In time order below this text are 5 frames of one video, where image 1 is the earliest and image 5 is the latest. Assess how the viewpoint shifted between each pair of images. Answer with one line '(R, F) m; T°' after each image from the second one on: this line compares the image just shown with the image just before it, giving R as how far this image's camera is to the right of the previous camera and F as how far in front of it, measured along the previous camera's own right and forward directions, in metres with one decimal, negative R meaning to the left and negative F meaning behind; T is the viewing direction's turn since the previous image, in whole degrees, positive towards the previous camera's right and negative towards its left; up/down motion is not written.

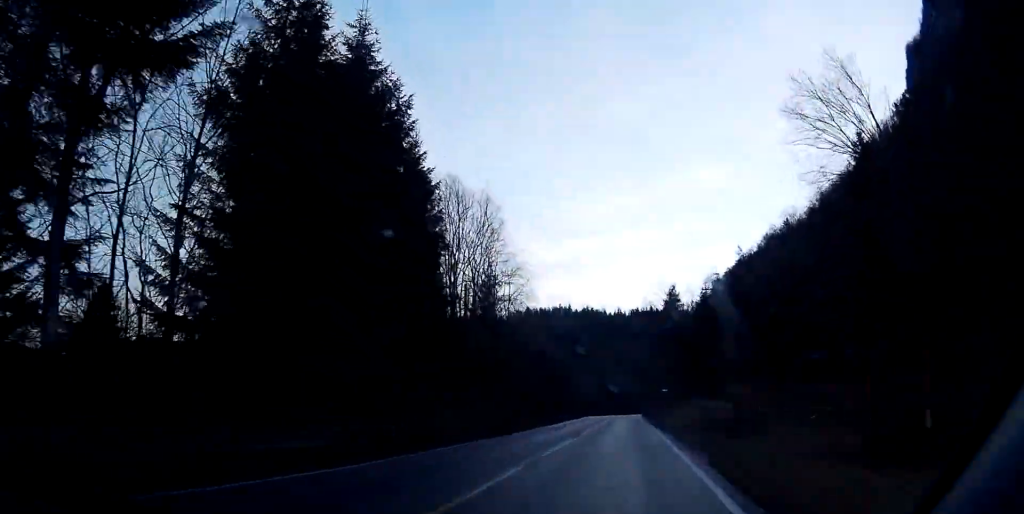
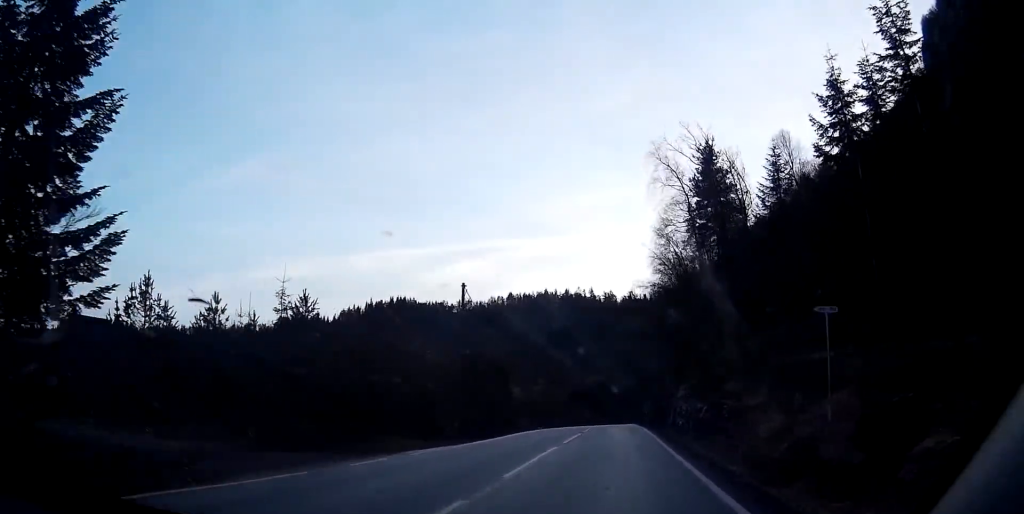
(+20.7, +75.9) m; +25°
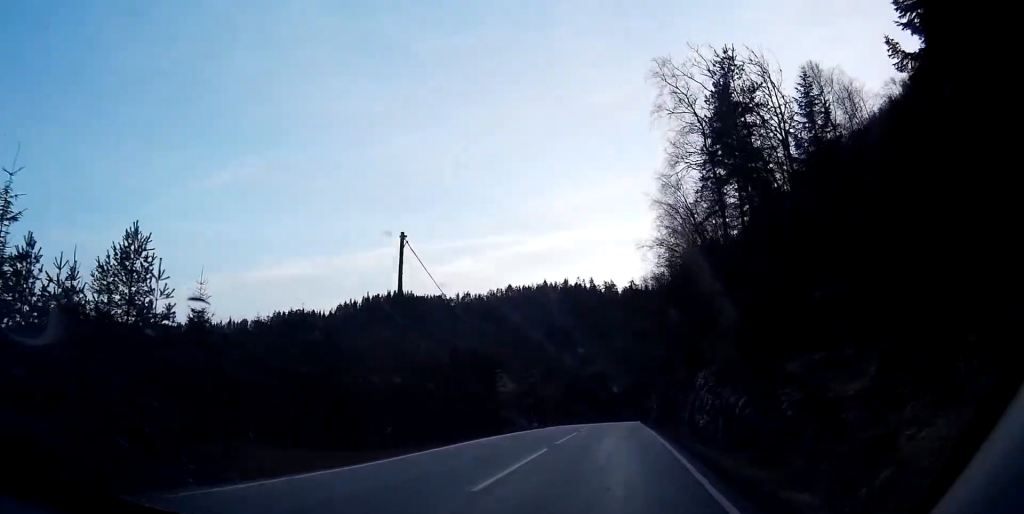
(+0.2, +13.5) m; +1°
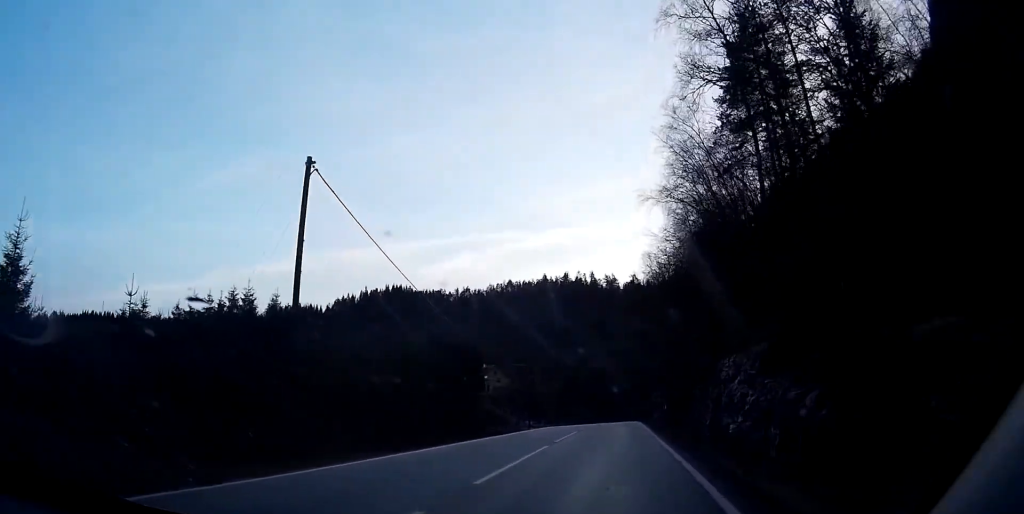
(0.0, +11.3) m; 0°
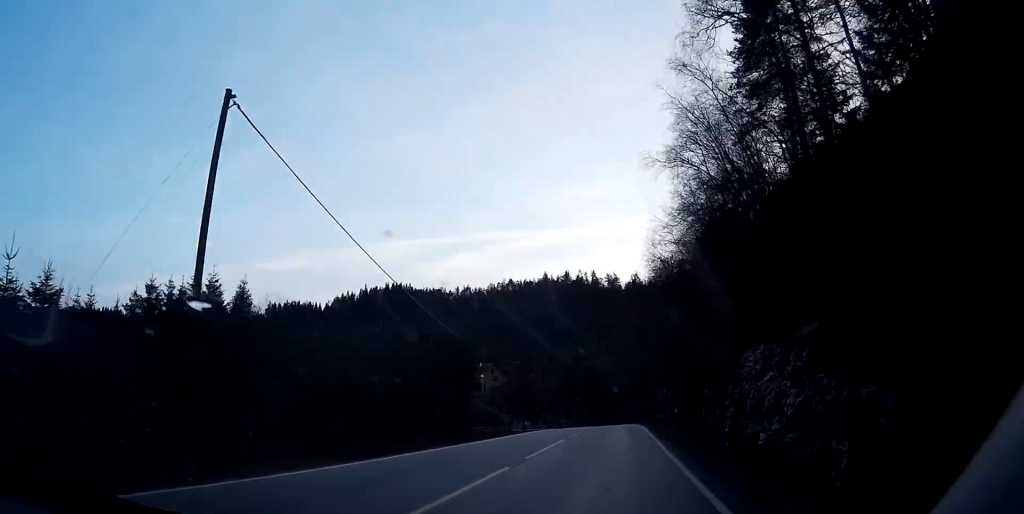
(0.0, +6.2) m; 0°
